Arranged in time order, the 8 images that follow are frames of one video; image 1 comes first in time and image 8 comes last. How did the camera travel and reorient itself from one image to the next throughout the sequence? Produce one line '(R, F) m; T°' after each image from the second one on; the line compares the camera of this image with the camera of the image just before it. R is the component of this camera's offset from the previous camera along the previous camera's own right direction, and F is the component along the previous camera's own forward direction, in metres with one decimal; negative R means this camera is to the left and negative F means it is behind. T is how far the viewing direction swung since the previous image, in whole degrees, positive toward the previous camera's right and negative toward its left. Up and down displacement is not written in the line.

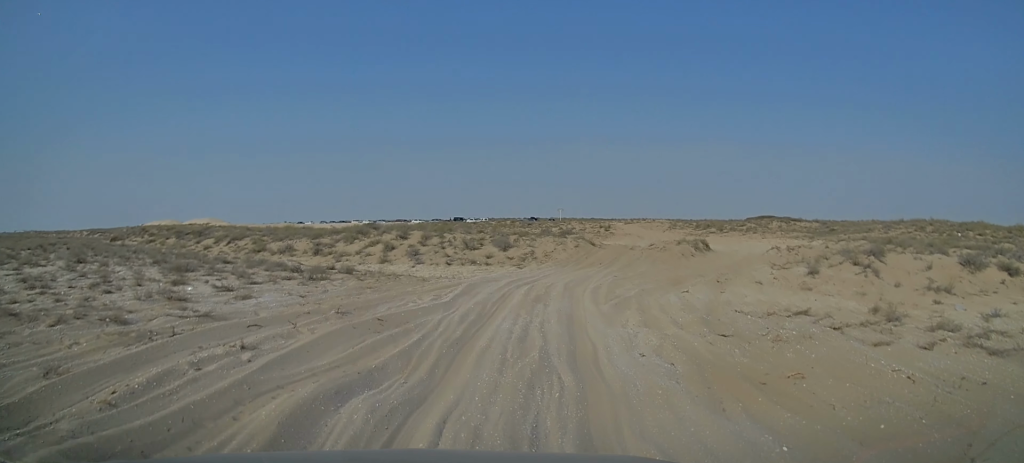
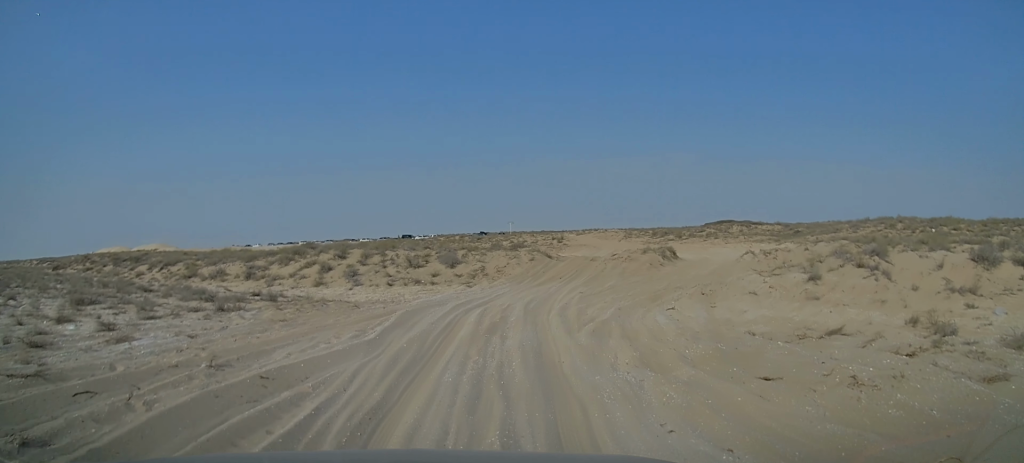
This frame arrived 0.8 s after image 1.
(+0.2, +3.1) m; +2°
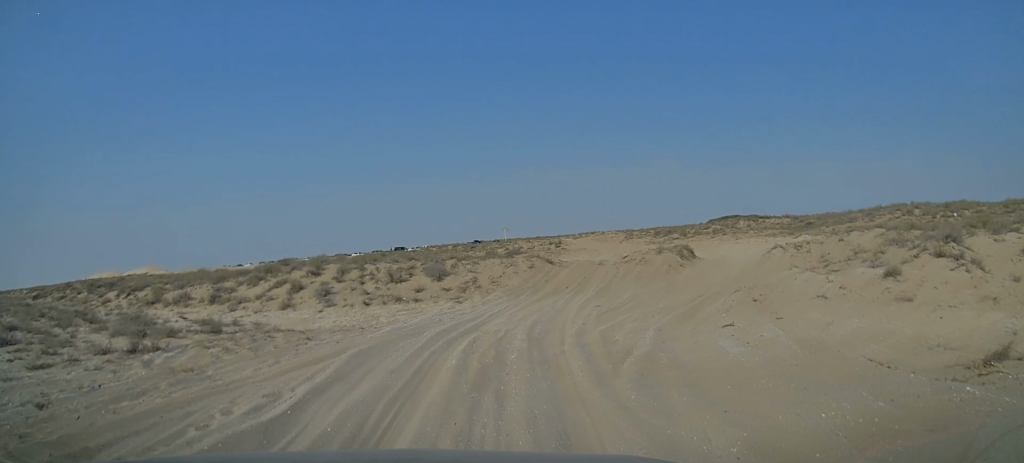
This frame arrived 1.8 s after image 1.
(-0.1, +3.9) m; +1°
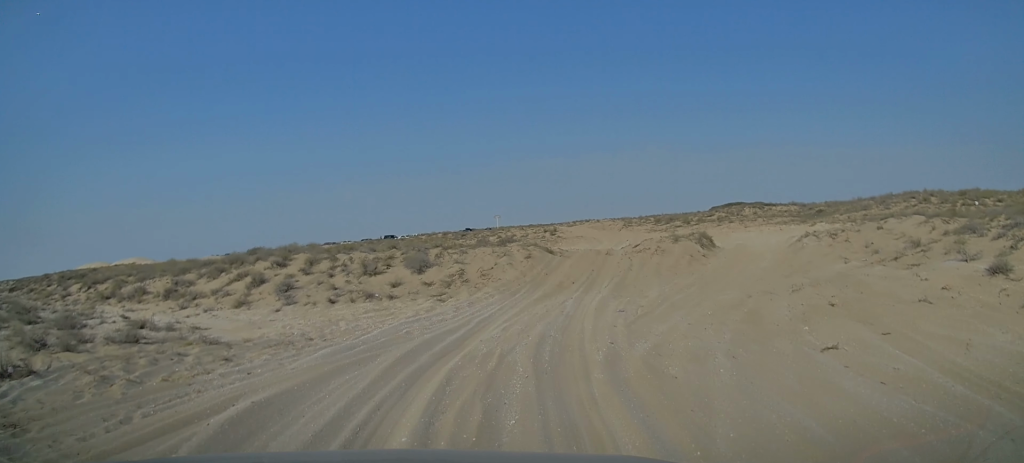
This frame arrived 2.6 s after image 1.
(+0.2, +3.8) m; 0°
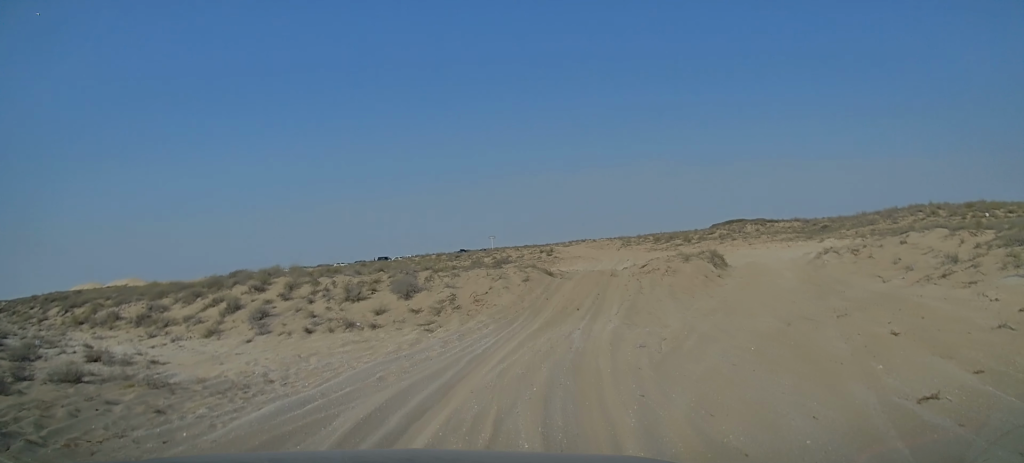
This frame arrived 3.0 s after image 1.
(0.0, +2.0) m; 0°
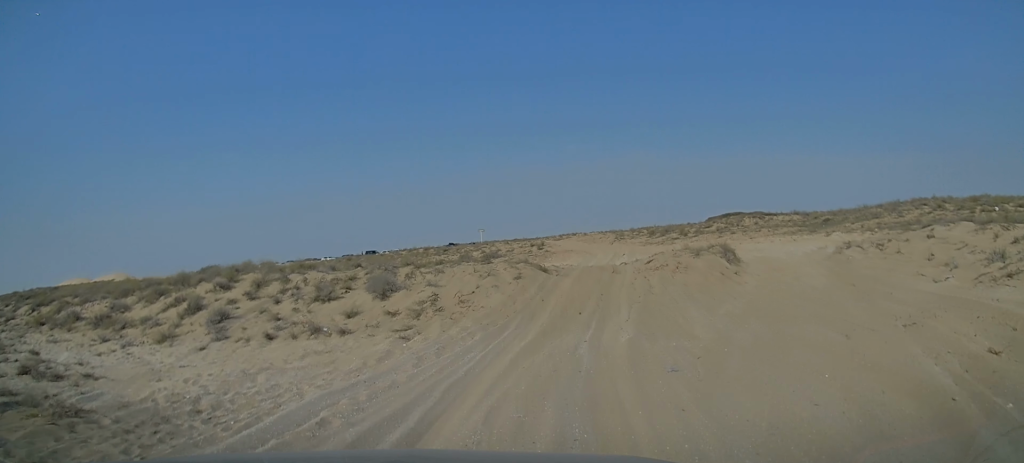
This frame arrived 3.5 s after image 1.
(-0.1, +2.3) m; 0°
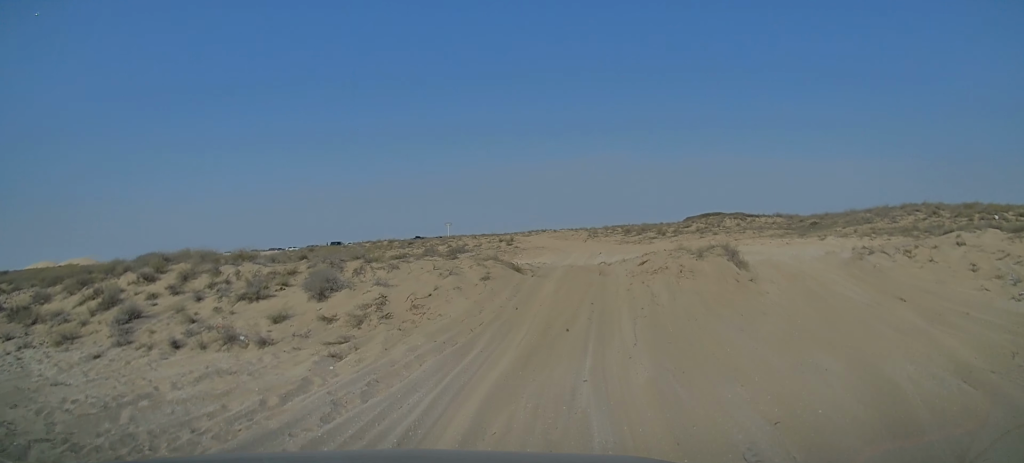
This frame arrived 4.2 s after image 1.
(0.0, +3.2) m; +5°
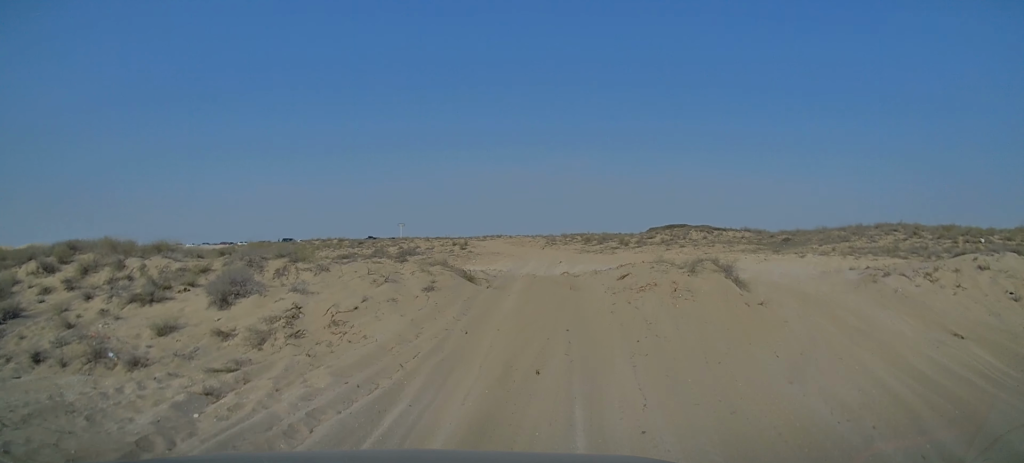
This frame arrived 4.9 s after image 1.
(+0.1, +2.9) m; +4°
